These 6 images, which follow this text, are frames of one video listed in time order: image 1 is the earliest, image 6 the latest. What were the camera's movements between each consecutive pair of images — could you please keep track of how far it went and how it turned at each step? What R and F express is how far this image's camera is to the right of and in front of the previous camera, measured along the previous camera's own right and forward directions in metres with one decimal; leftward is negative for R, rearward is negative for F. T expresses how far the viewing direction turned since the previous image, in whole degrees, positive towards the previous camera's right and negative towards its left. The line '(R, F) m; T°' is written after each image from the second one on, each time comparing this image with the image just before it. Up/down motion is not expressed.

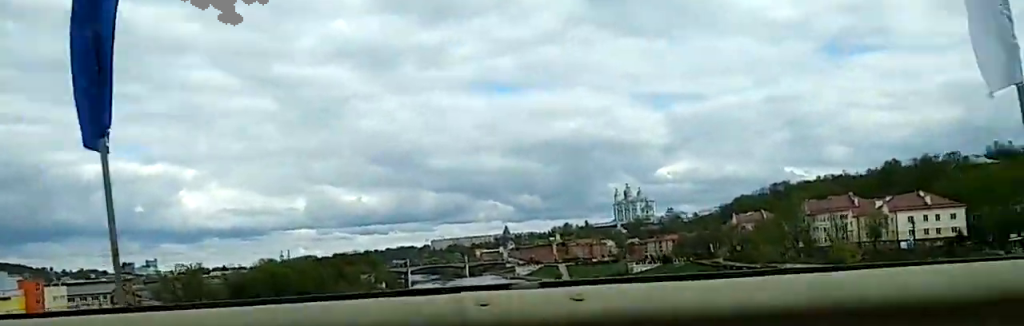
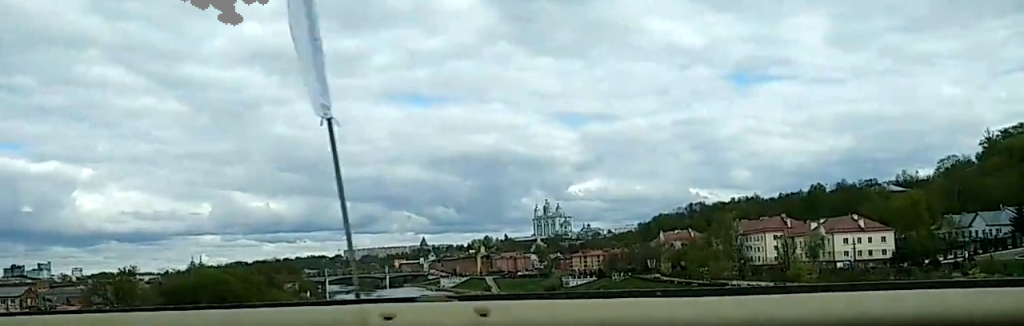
(+0.1, +10.7) m; +1°
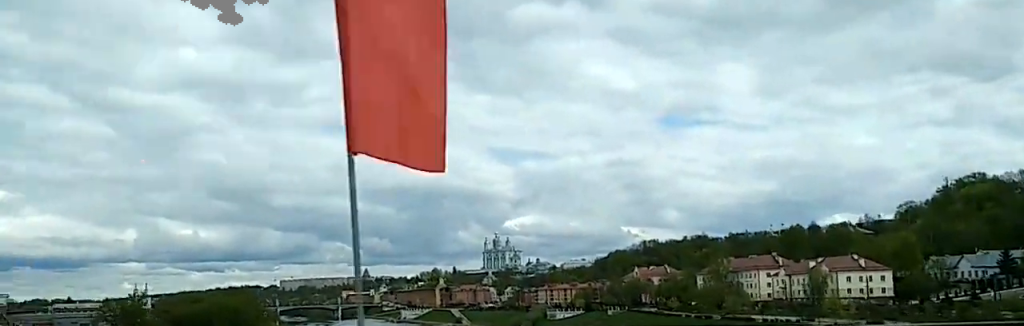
(-0.3, +21.9) m; -1°
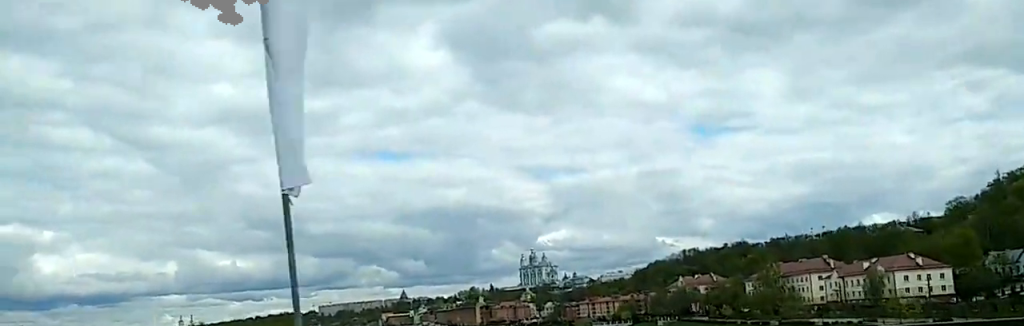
(-0.1, +4.3) m; +1°
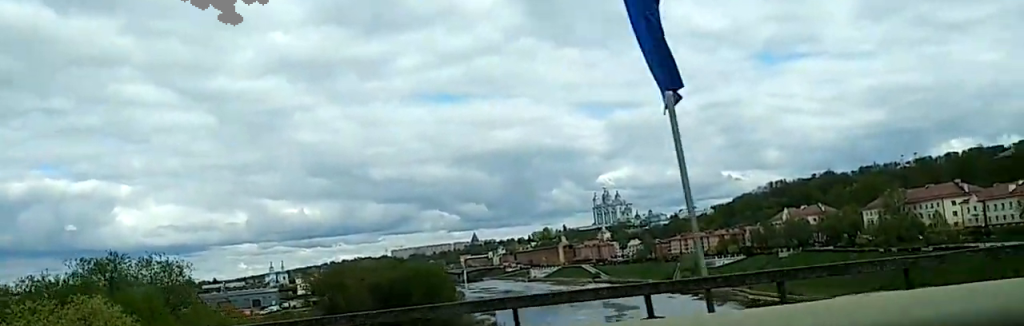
(+0.7, +19.8) m; +2°
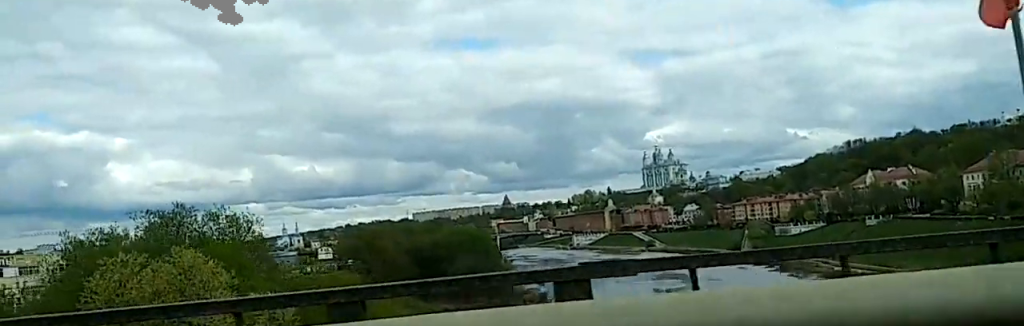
(+0.1, +4.8) m; -2°
